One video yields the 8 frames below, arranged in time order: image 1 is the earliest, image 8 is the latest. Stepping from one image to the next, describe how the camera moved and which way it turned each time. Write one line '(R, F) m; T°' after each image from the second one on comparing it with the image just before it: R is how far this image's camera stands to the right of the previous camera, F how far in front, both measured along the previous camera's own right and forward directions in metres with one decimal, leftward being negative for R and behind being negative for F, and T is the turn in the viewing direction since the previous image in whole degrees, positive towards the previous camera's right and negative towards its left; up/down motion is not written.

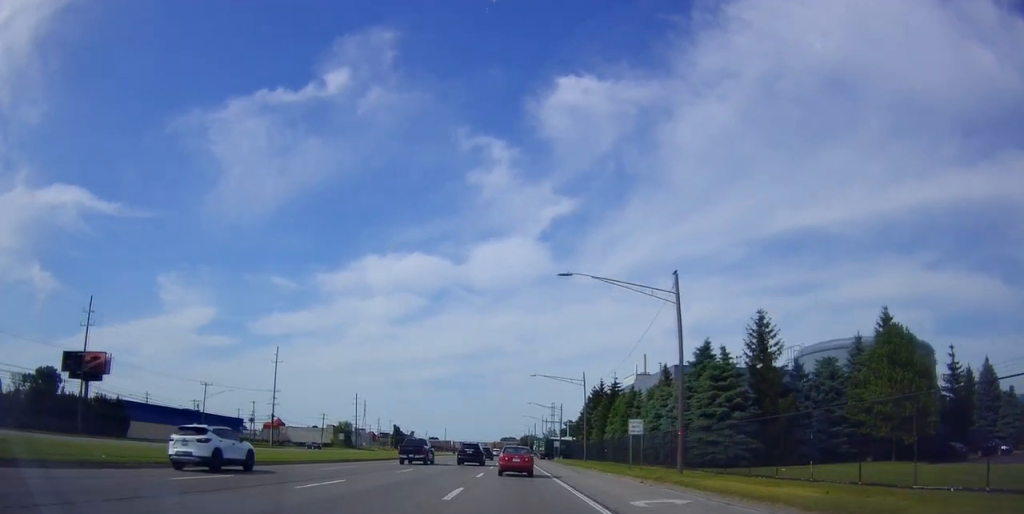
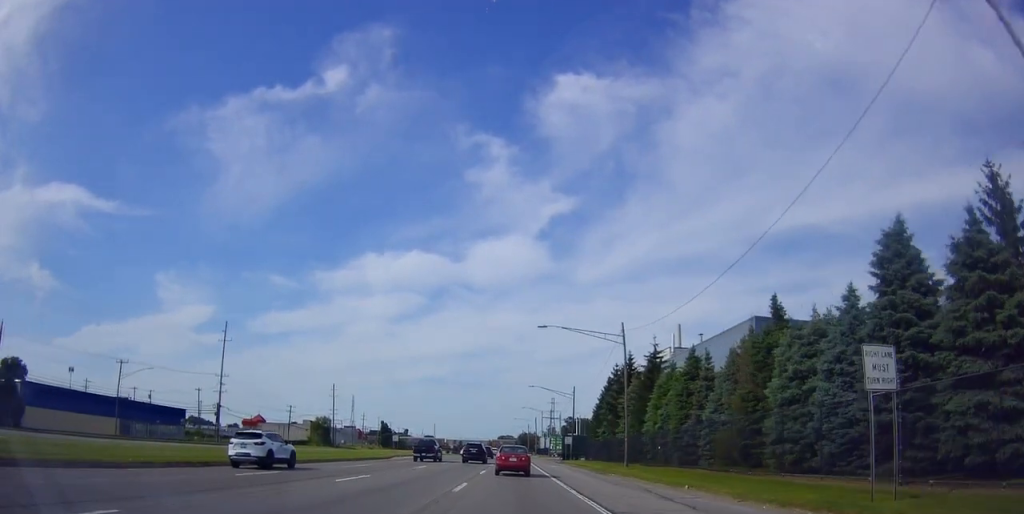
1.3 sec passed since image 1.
(-0.7, +24.9) m; -2°
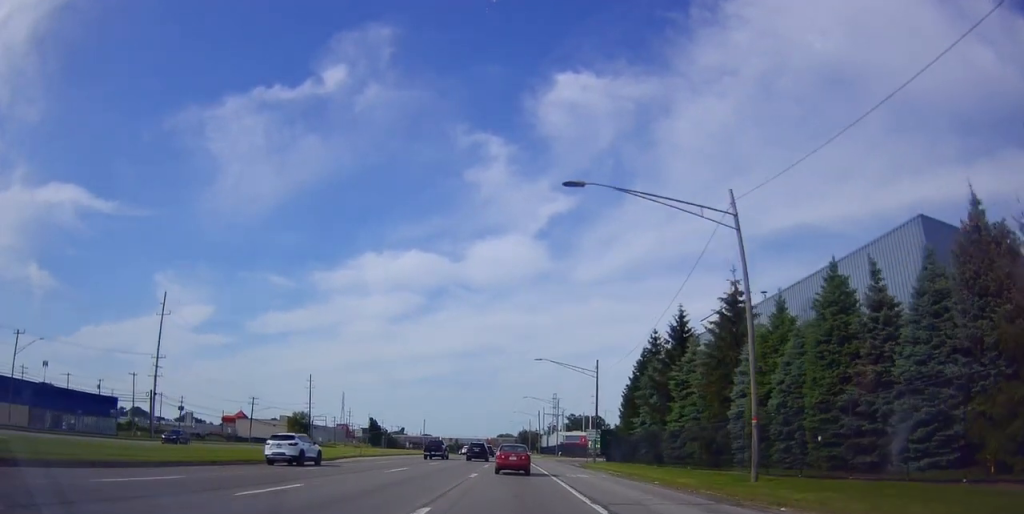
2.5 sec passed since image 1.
(0.0, +22.2) m; +1°
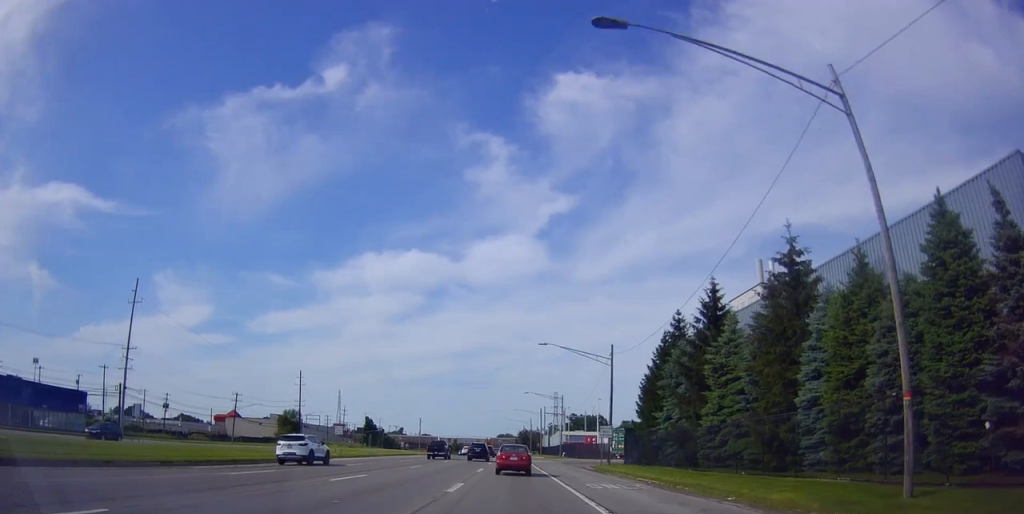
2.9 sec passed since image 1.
(+0.1, +8.5) m; 0°
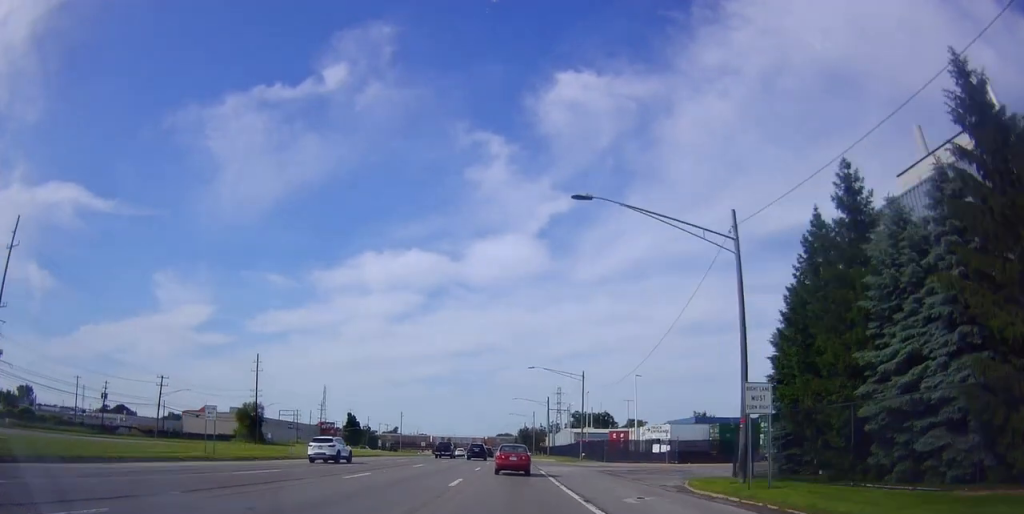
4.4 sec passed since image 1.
(0.0, +29.1) m; +1°
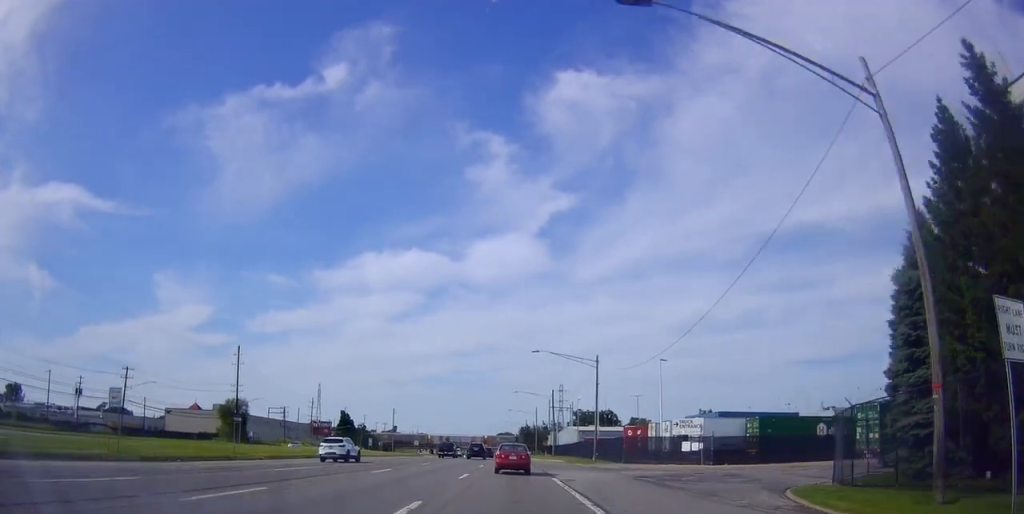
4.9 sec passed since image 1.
(+0.1, +10.6) m; 0°
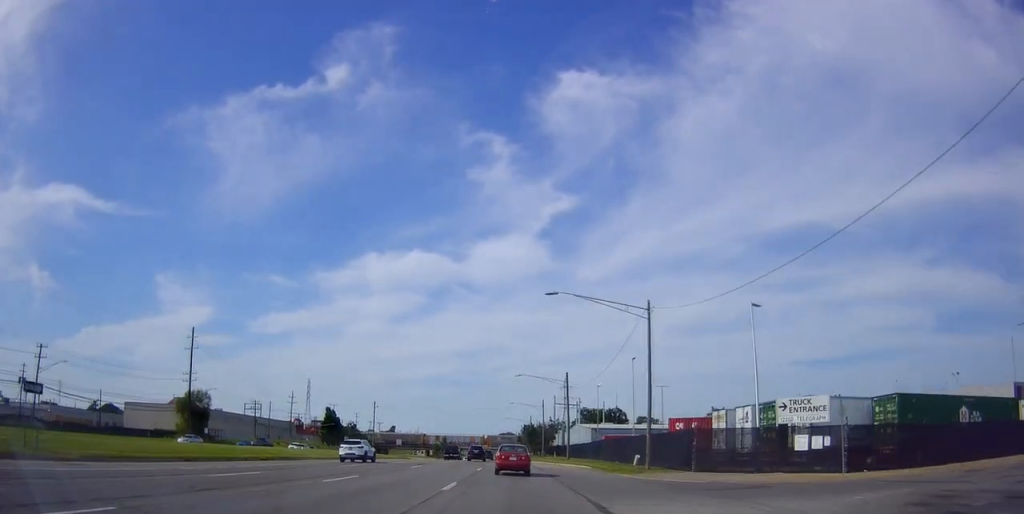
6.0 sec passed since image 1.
(+0.3, +21.2) m; -1°
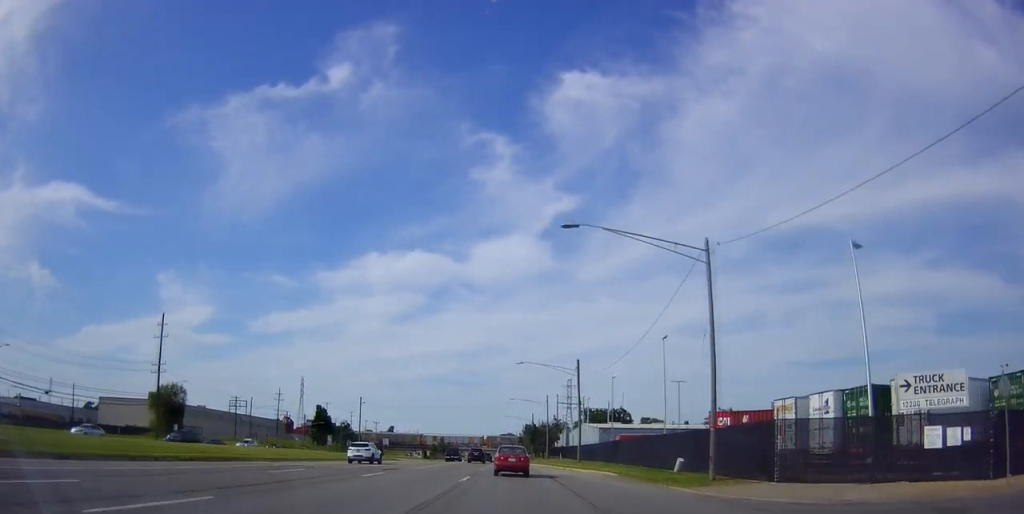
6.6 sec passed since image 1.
(-0.3, +11.3) m; -1°
